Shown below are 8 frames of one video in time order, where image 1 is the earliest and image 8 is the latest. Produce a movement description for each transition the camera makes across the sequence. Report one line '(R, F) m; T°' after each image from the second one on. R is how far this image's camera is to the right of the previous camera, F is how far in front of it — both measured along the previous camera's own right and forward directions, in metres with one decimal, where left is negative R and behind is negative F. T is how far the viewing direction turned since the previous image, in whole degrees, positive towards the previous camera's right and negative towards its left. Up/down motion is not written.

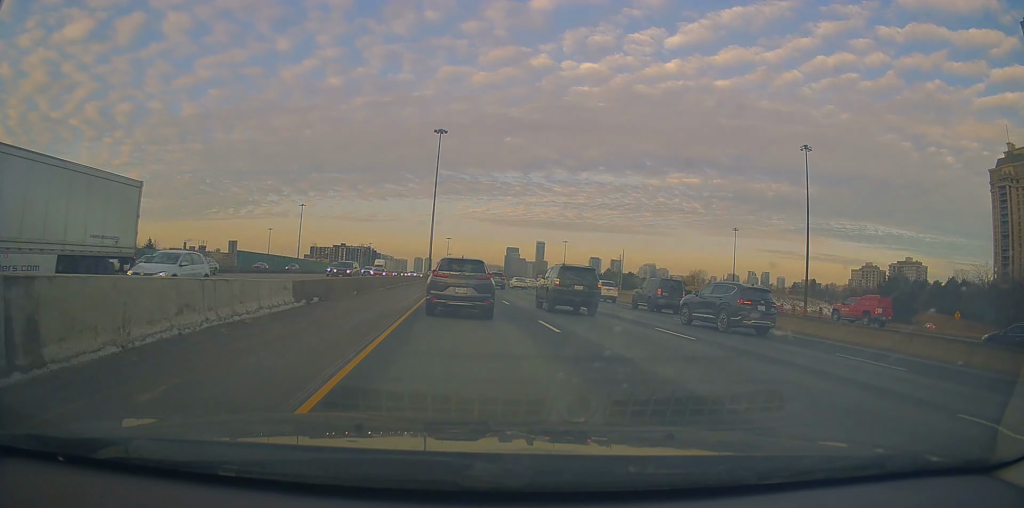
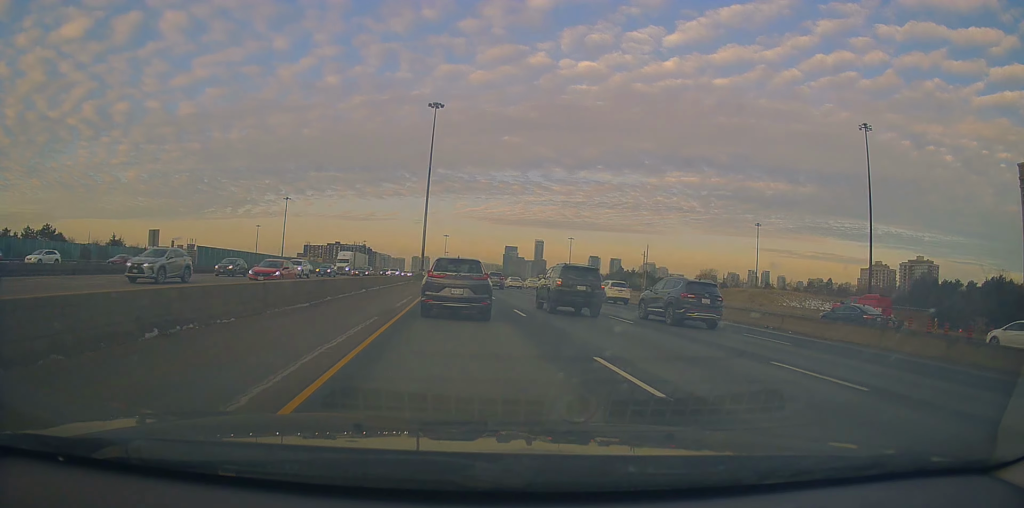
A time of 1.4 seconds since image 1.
(+0.7, +20.0) m; +1°
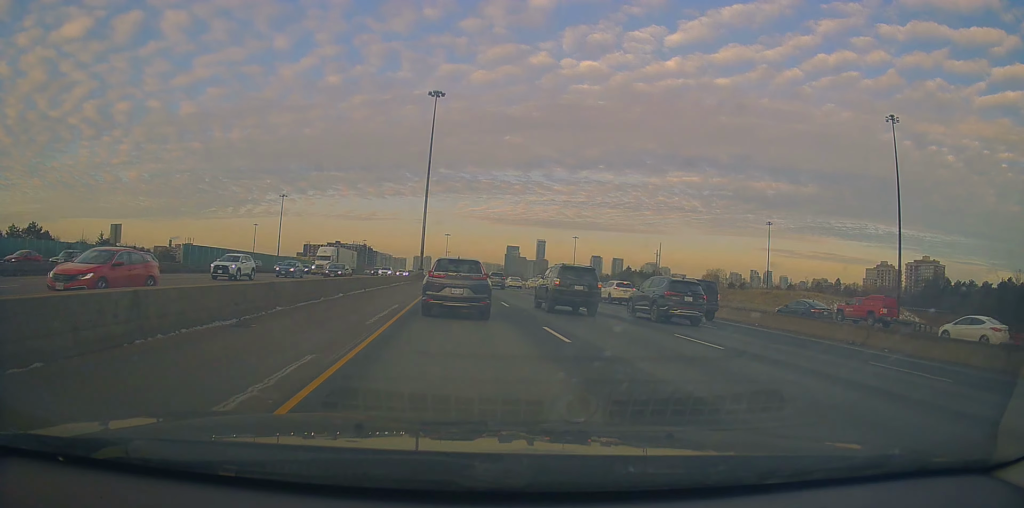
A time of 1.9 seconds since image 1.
(-0.3, +7.3) m; 0°
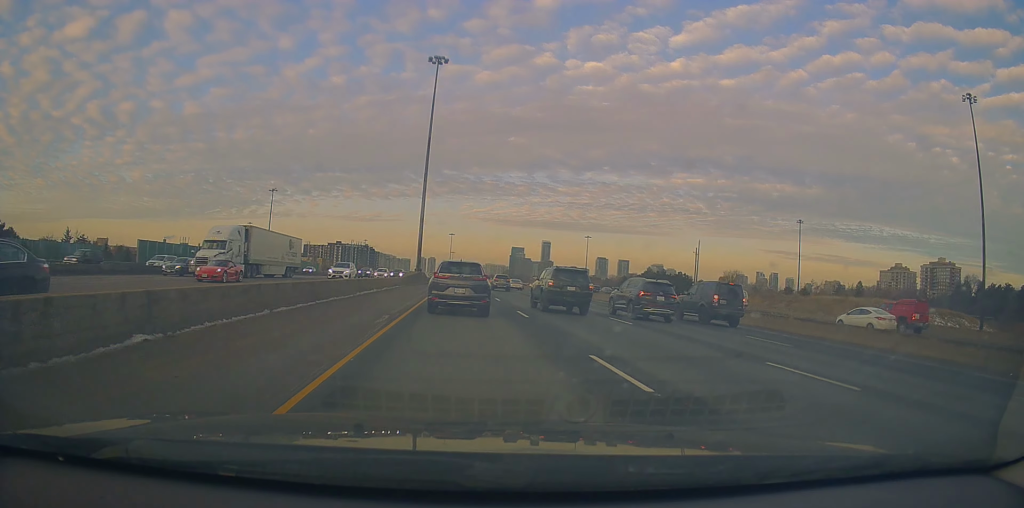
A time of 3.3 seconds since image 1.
(+0.6, +16.8) m; +2°
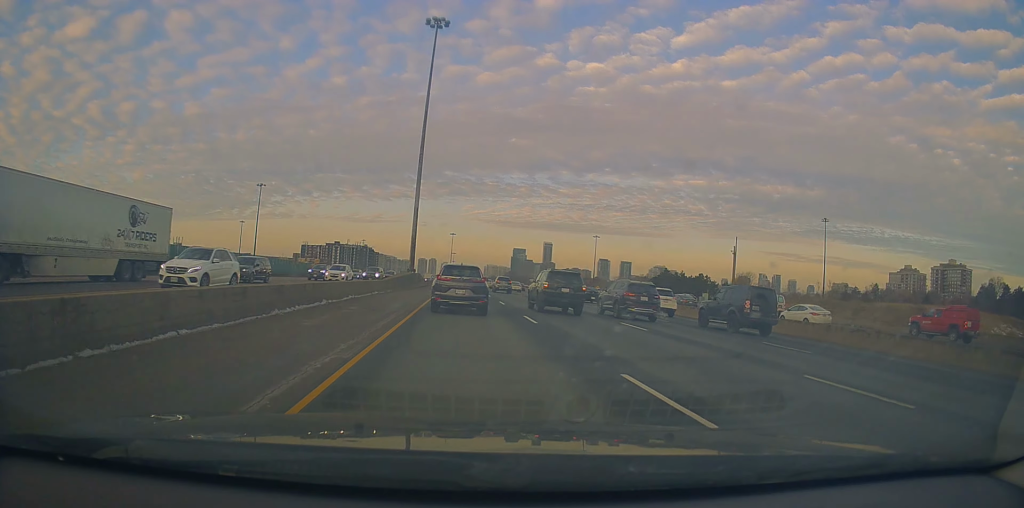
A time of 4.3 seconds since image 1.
(0.0, +13.1) m; 0°
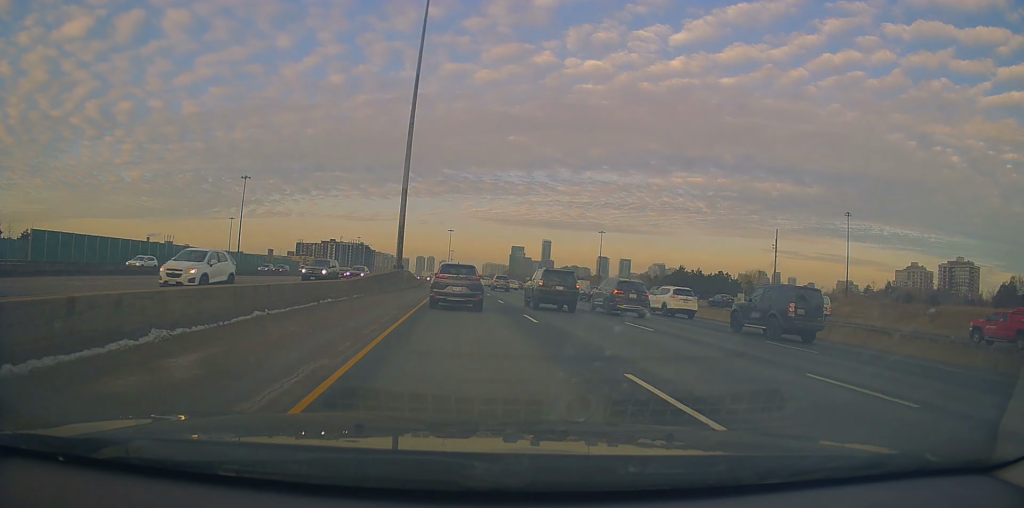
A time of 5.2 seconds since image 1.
(0.0, +11.7) m; 0°
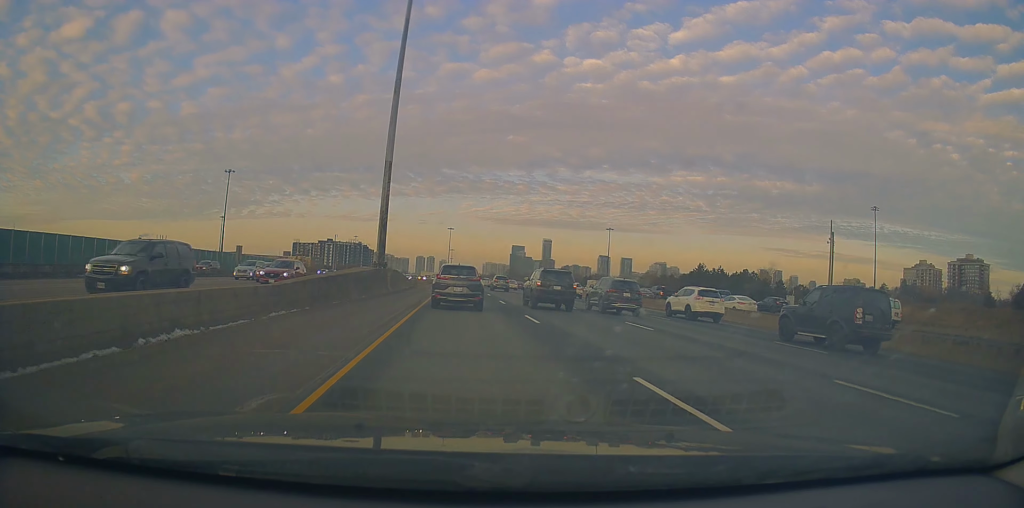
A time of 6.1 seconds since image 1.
(0.0, +11.7) m; -1°
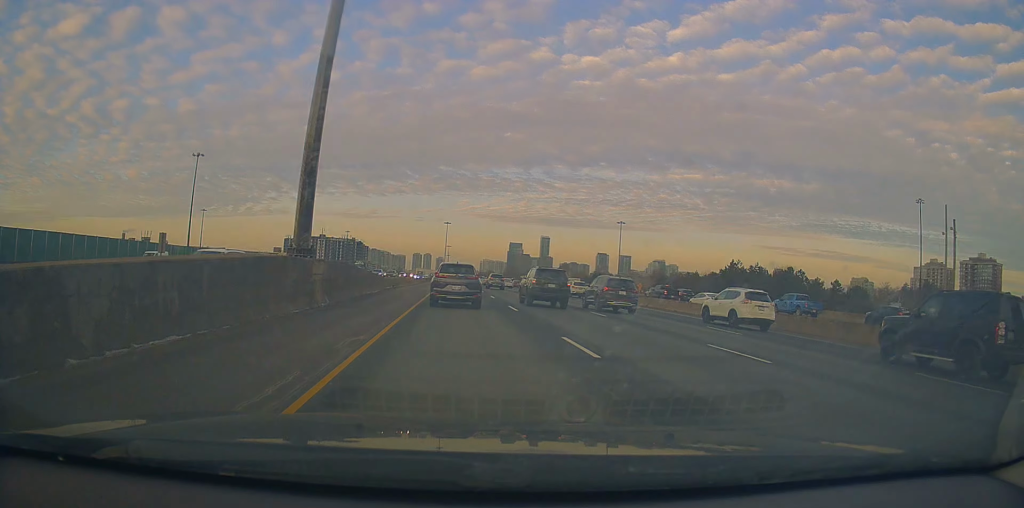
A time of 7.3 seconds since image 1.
(-0.1, +18.2) m; 0°
